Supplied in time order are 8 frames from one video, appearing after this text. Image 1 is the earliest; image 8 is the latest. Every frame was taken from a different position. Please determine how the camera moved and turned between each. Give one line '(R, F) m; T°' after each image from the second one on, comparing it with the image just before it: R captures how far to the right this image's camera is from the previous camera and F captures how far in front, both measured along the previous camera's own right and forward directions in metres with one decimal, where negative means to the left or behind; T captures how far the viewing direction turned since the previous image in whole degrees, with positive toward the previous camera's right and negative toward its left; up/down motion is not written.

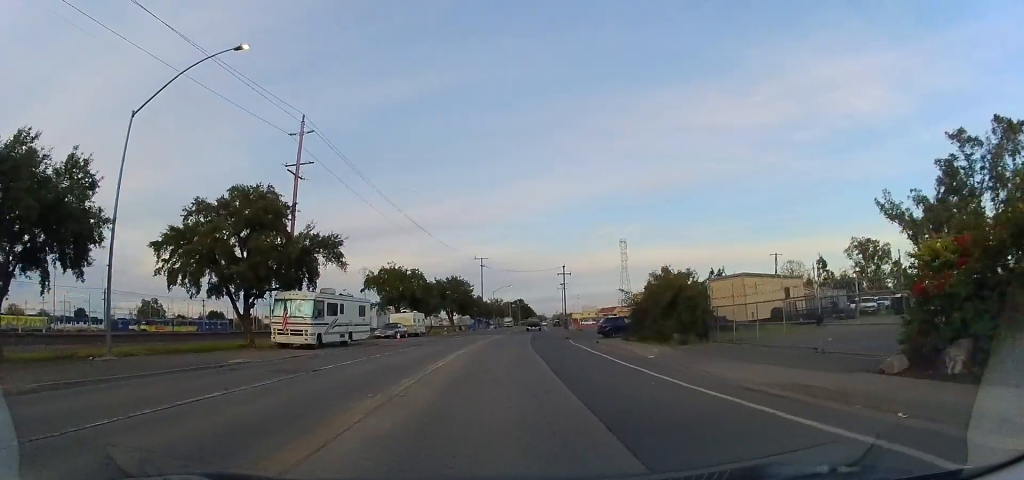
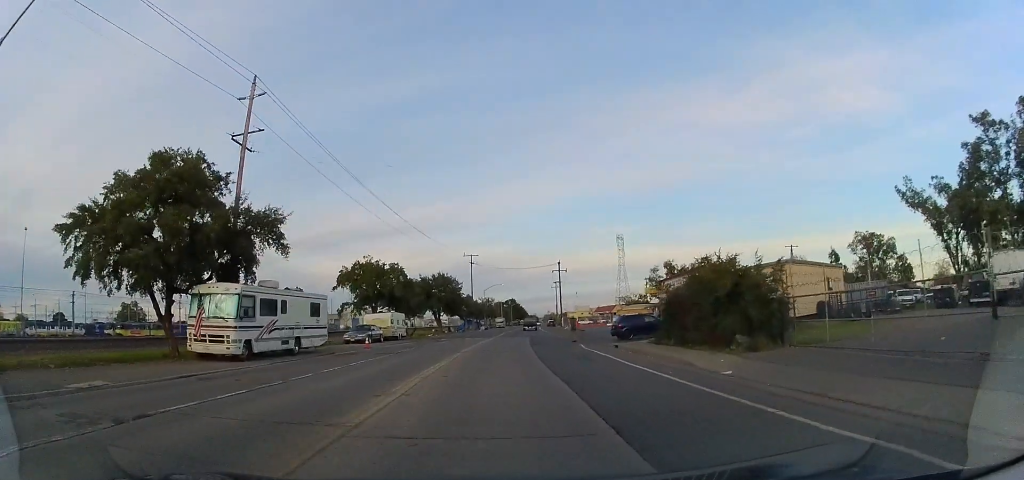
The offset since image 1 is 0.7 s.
(-0.2, +8.0) m; -1°
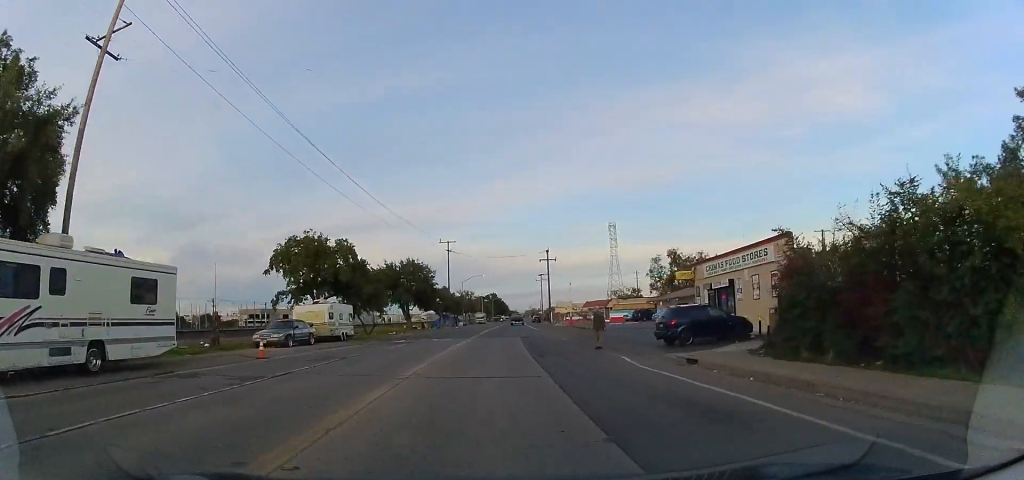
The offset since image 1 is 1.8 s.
(+0.2, +14.0) m; +5°
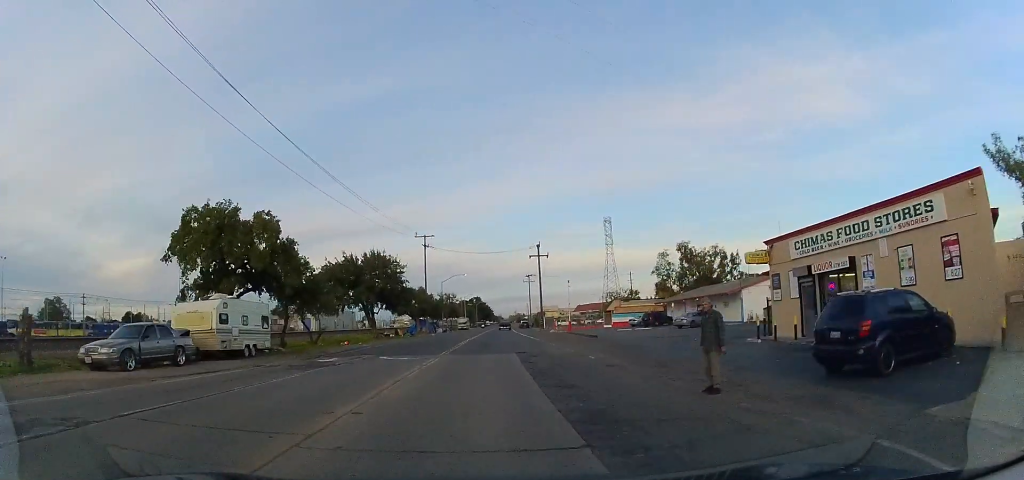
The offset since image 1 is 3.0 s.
(+1.0, +13.1) m; +8°
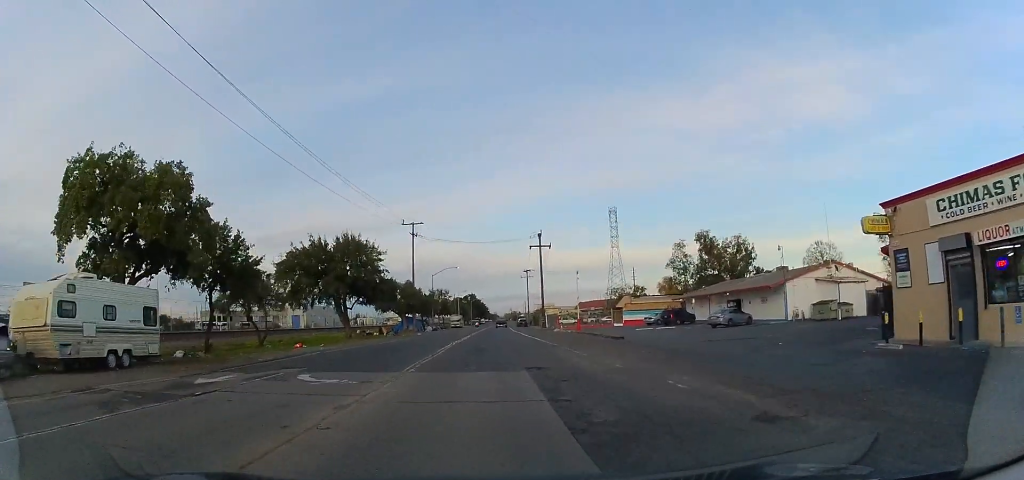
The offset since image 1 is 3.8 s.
(+0.5, +9.4) m; +4°
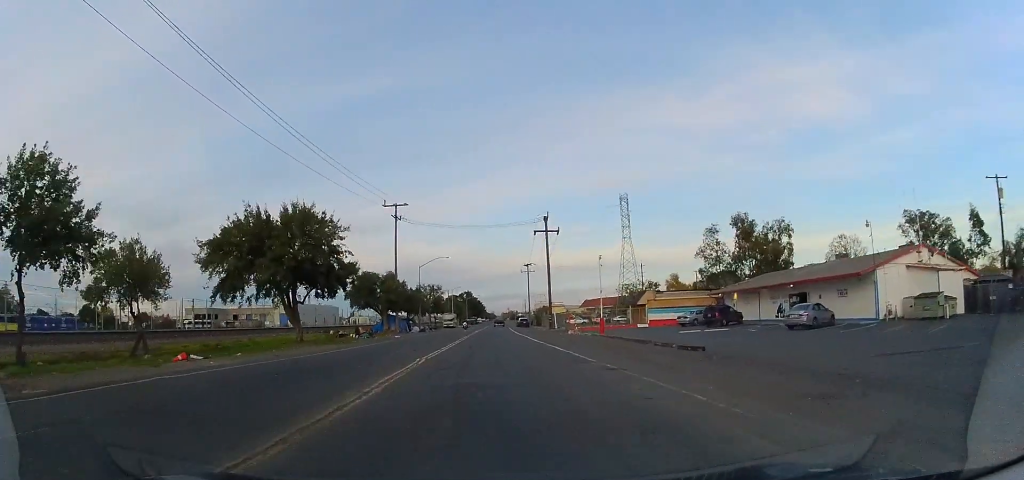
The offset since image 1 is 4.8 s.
(+0.2, +12.4) m; +3°
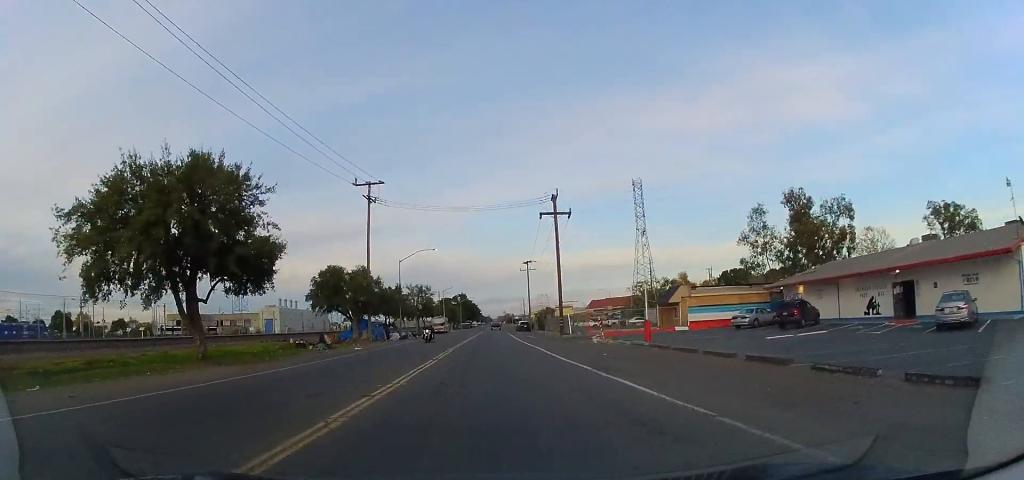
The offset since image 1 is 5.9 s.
(+0.4, +13.1) m; 0°
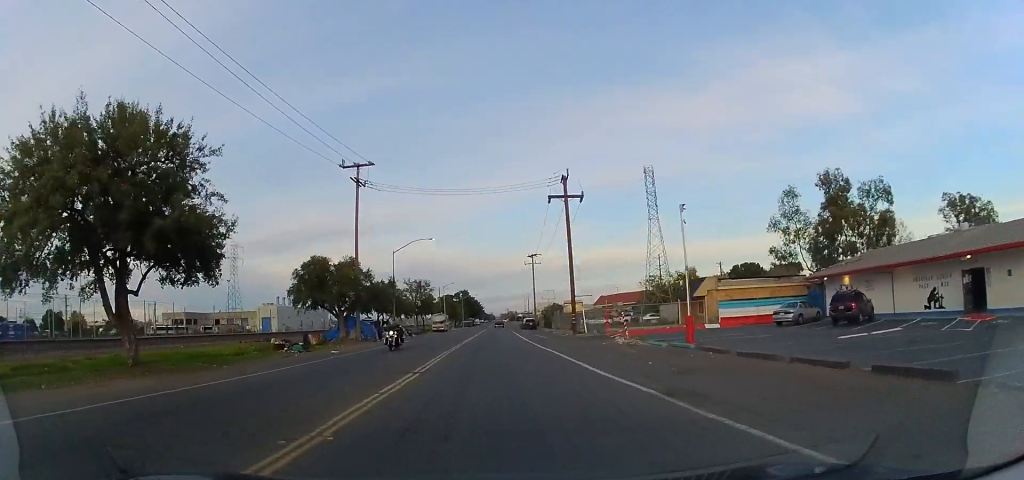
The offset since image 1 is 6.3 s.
(+0.2, +5.7) m; -2°
